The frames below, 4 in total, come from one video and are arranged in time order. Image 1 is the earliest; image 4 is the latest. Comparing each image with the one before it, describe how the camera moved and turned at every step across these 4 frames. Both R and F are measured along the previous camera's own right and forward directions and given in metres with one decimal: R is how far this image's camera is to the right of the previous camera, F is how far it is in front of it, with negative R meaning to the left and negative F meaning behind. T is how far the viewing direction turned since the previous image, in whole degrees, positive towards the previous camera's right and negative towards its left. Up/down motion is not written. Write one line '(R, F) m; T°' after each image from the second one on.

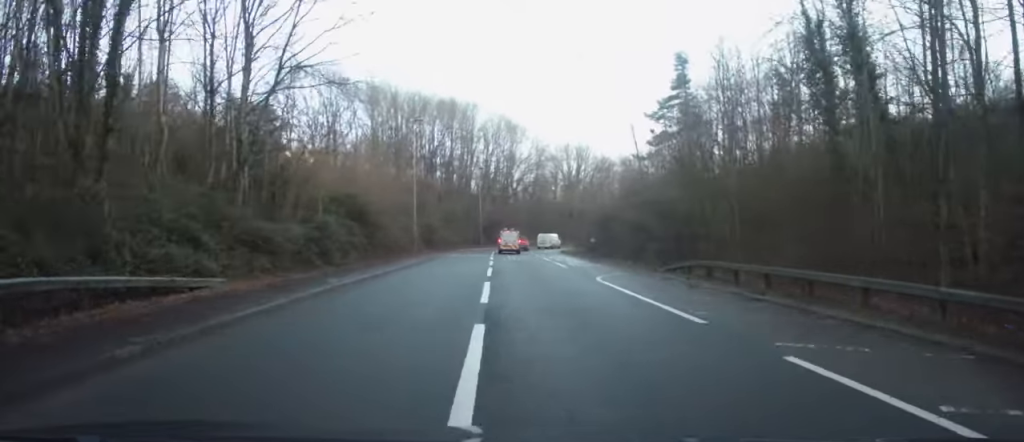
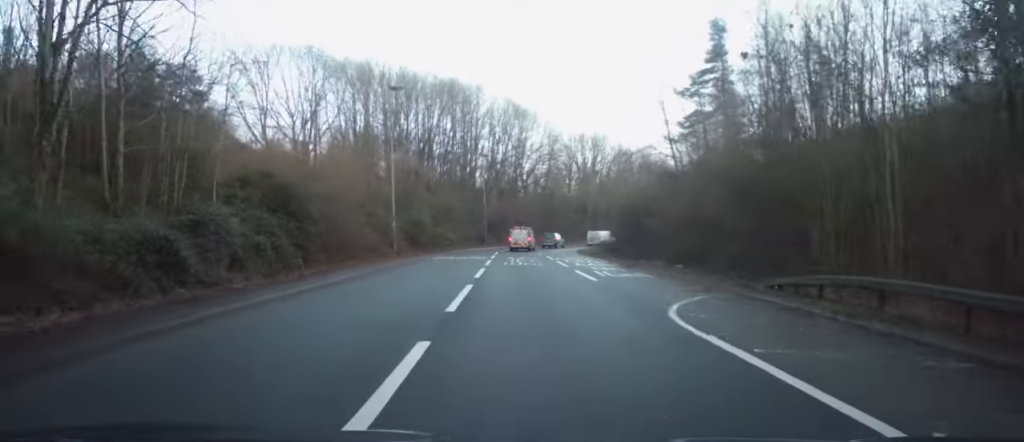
(-0.4, +10.5) m; -1°
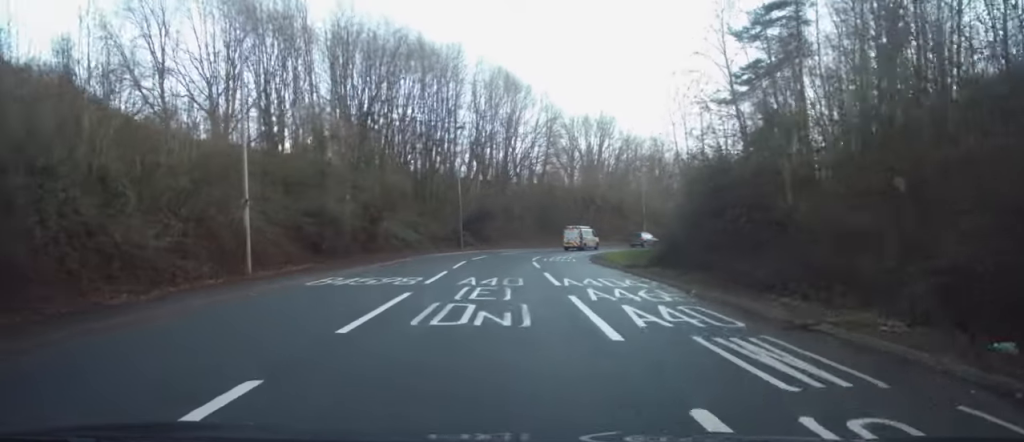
(+0.4, +19.3) m; +1°
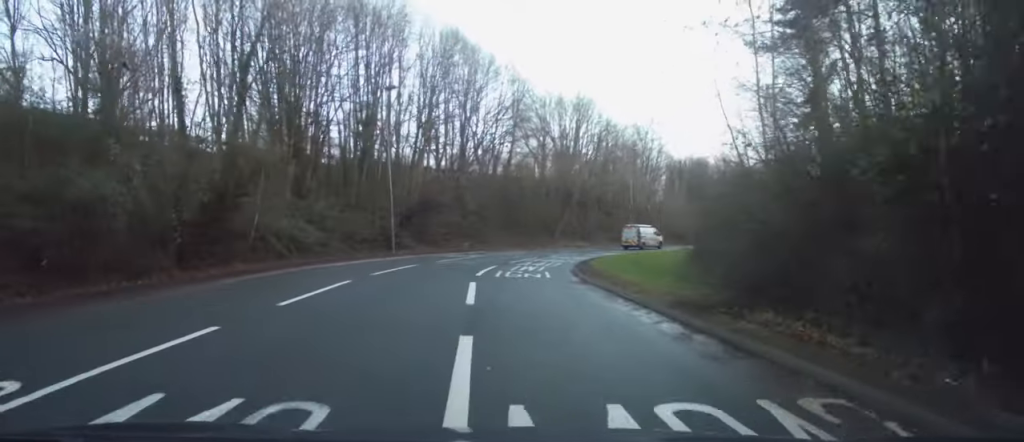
(+0.1, +14.4) m; +2°
